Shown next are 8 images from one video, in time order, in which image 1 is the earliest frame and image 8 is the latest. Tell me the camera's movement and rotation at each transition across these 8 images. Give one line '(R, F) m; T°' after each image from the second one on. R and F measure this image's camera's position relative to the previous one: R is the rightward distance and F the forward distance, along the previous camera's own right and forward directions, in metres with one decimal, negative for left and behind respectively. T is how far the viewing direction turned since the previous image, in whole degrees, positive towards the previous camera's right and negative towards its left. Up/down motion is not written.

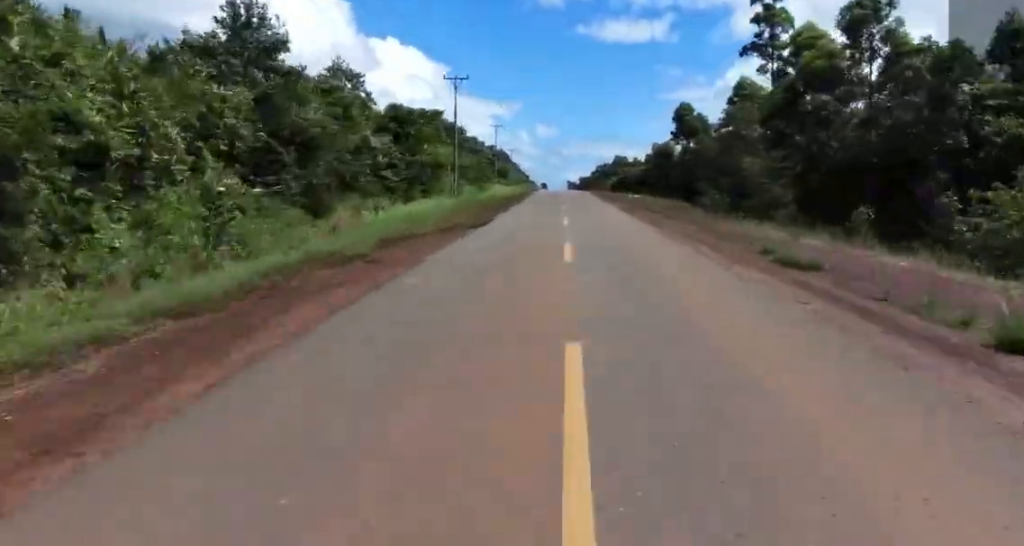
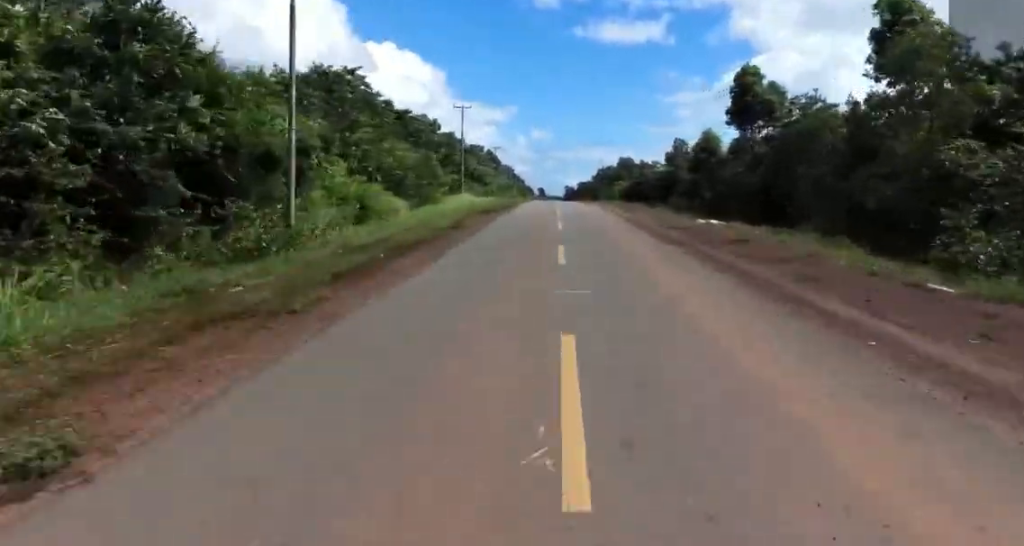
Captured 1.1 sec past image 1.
(-0.3, +32.7) m; -1°
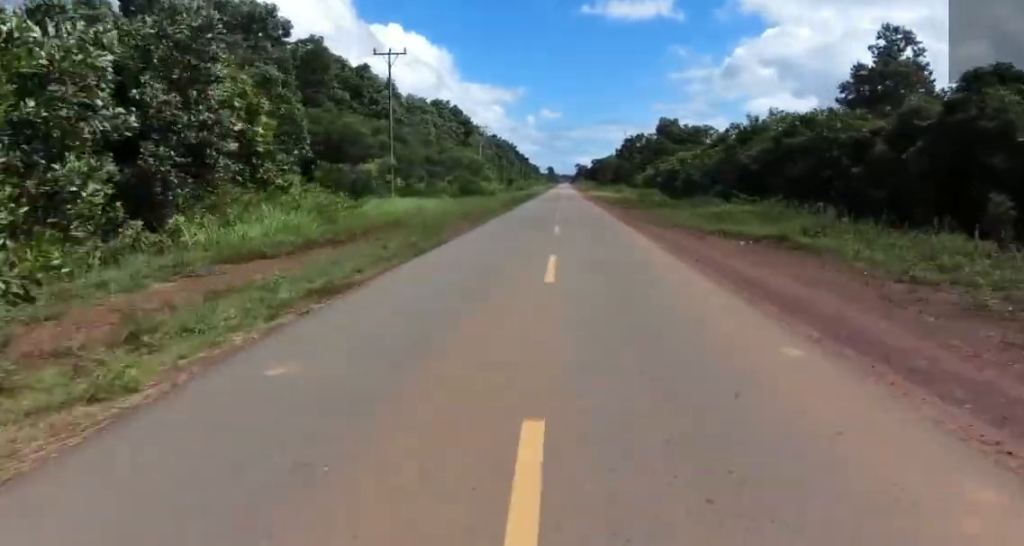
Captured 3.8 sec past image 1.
(-0.9, +76.3) m; +1°
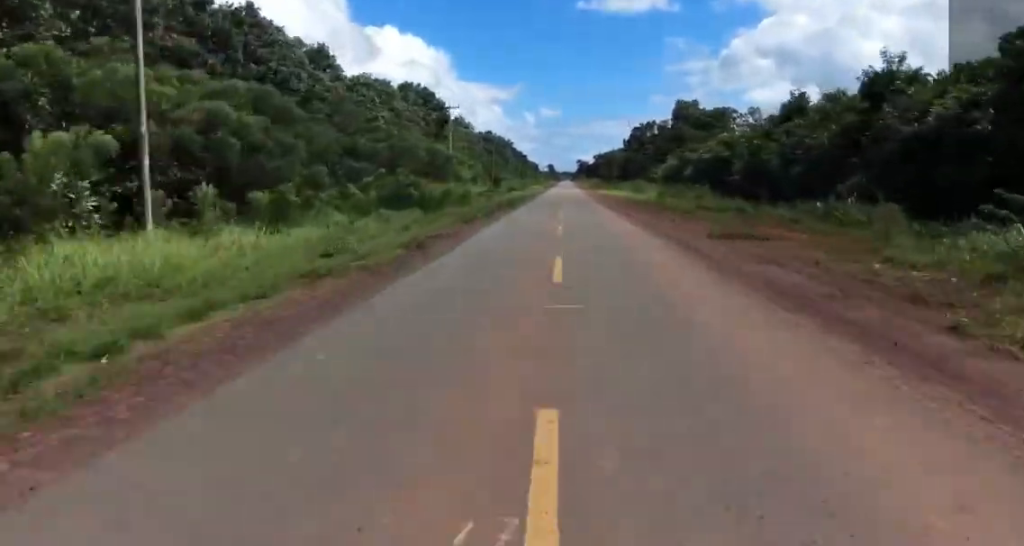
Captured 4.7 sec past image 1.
(+0.4, +24.5) m; +1°
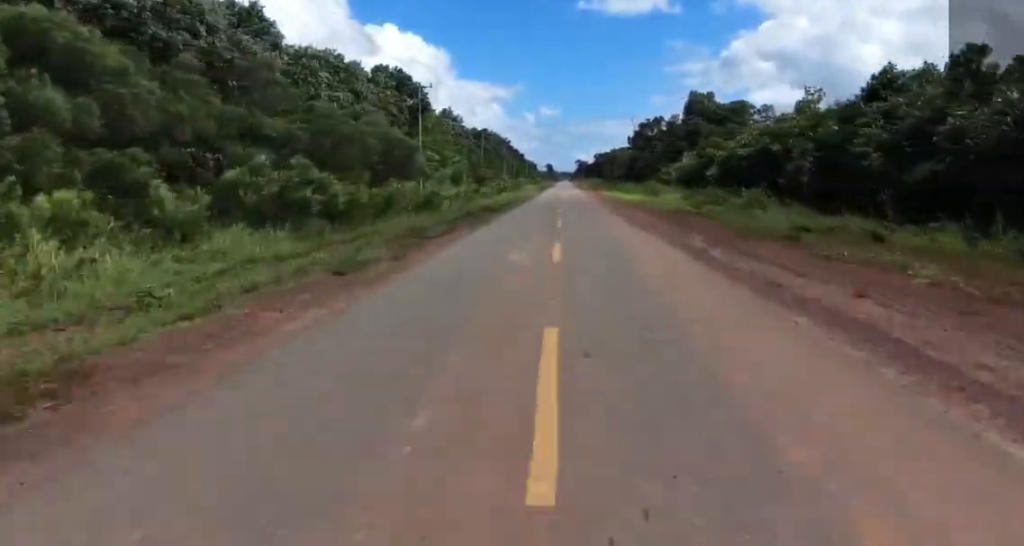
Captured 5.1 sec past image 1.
(-0.1, +13.9) m; 0°
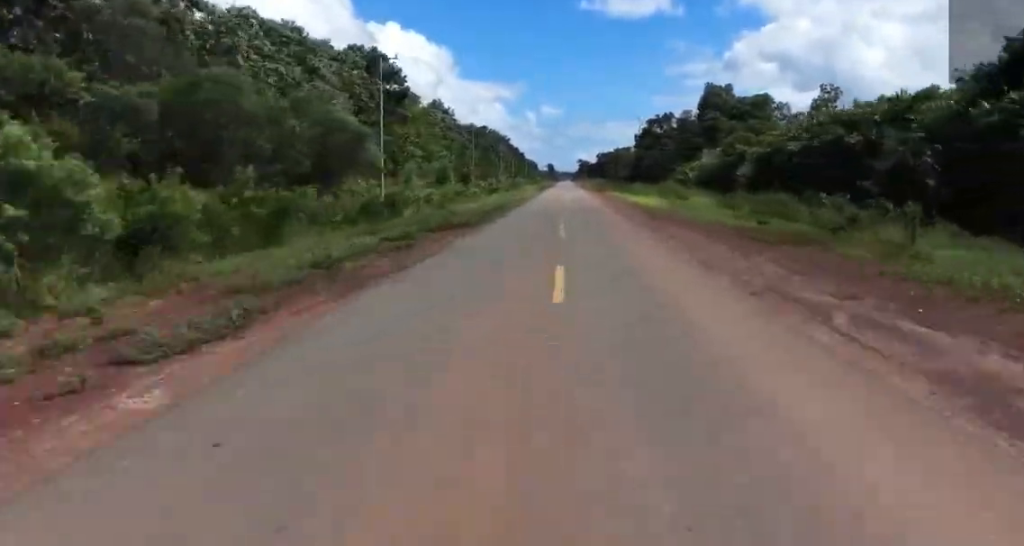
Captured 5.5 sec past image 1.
(0.0, +12.2) m; -1°
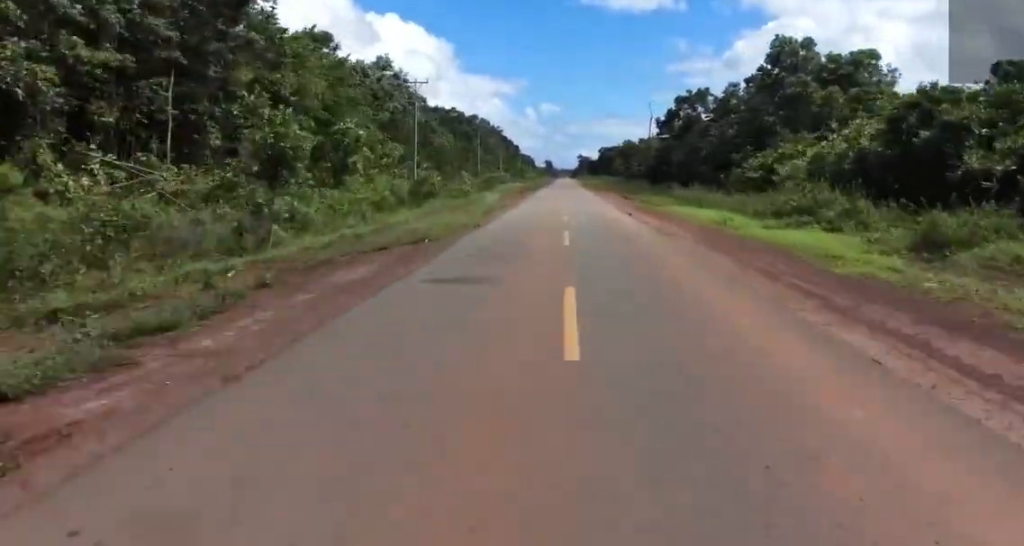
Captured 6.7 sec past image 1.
(-1.0, +35.8) m; -3°
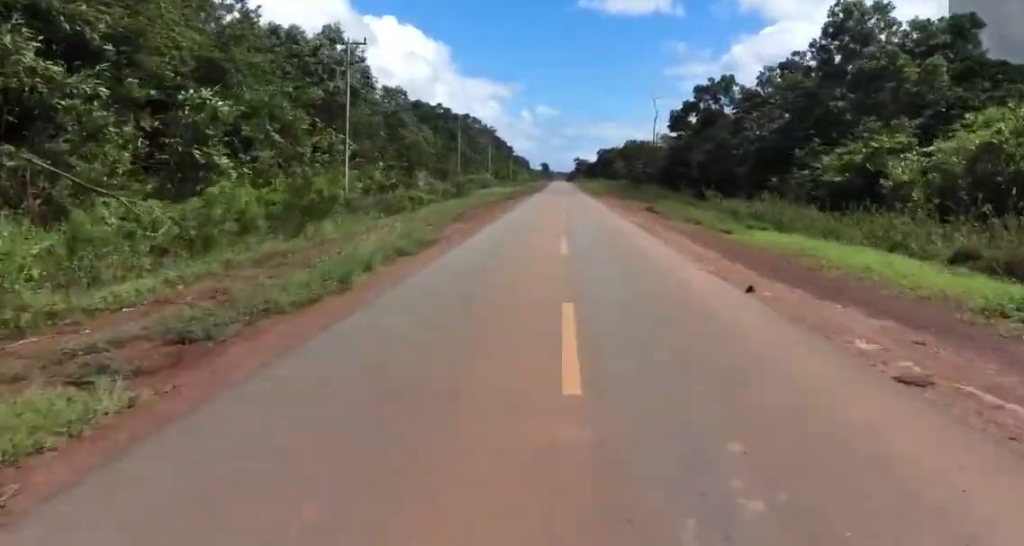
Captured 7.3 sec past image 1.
(-0.9, +16.5) m; 0°
